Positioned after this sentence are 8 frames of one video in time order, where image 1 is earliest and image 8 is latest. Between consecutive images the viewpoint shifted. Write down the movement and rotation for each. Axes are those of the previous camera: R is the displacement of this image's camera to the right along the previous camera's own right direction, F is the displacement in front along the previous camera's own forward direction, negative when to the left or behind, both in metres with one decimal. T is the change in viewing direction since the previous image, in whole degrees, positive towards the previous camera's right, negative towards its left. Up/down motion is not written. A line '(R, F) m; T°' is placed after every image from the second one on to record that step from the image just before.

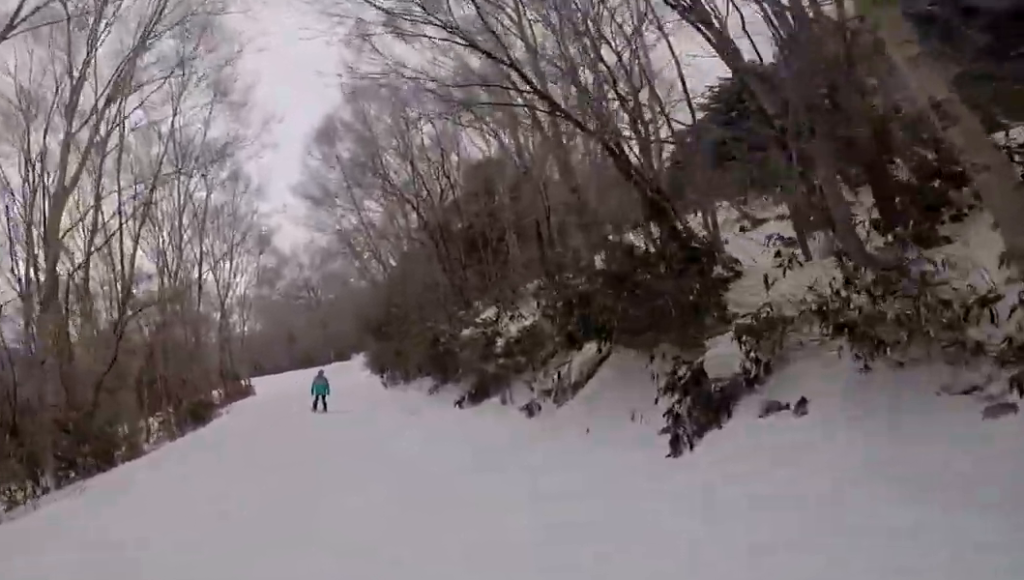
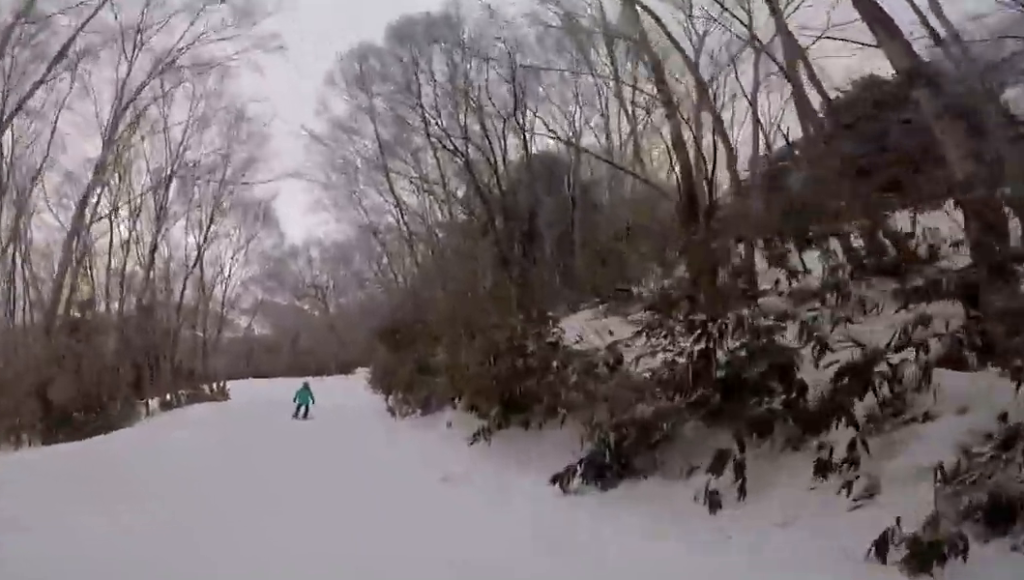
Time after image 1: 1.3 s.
(-0.2, +7.7) m; -2°
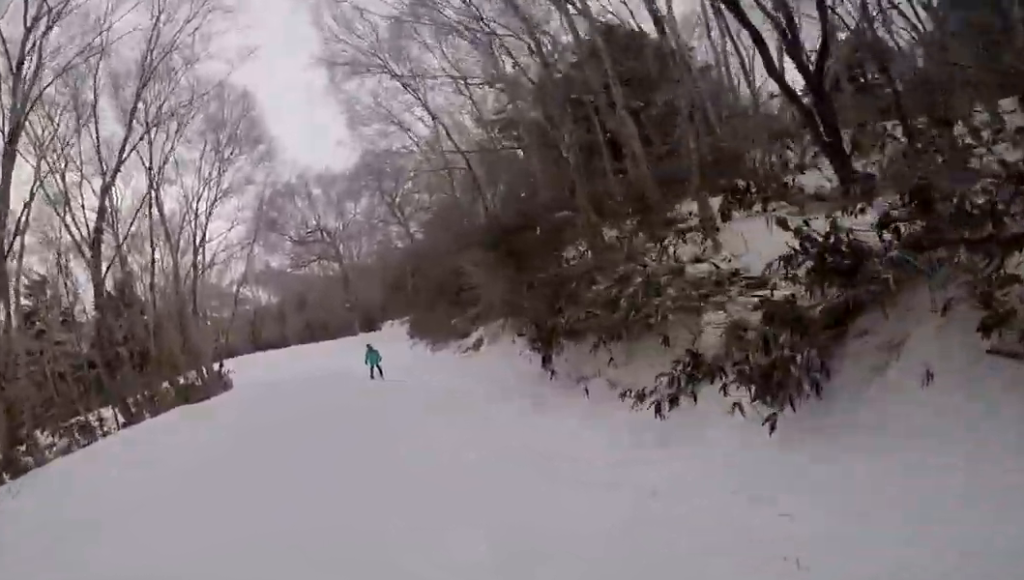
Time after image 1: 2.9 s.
(0.0, +9.8) m; -4°
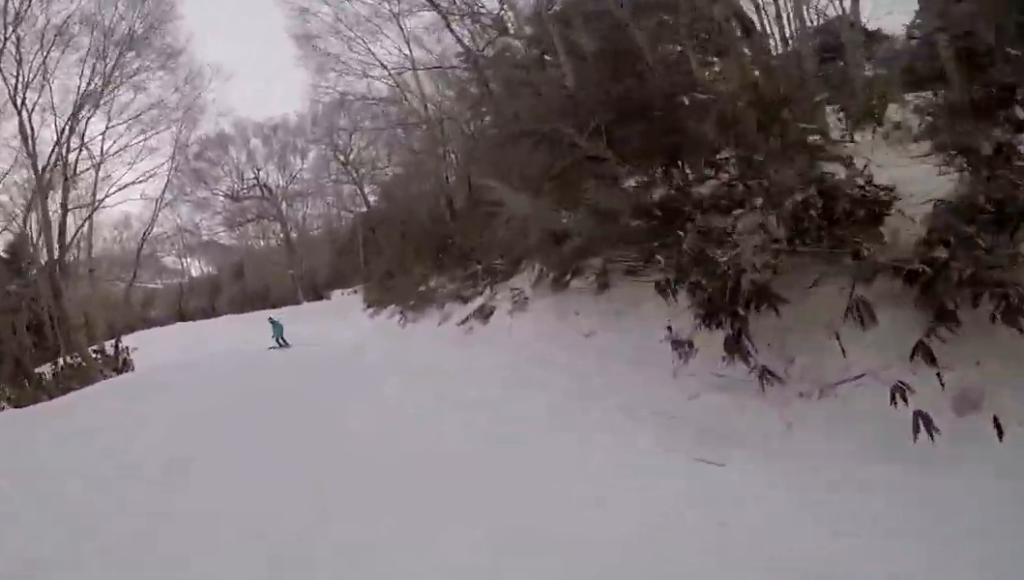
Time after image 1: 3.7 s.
(-0.3, +4.8) m; +4°
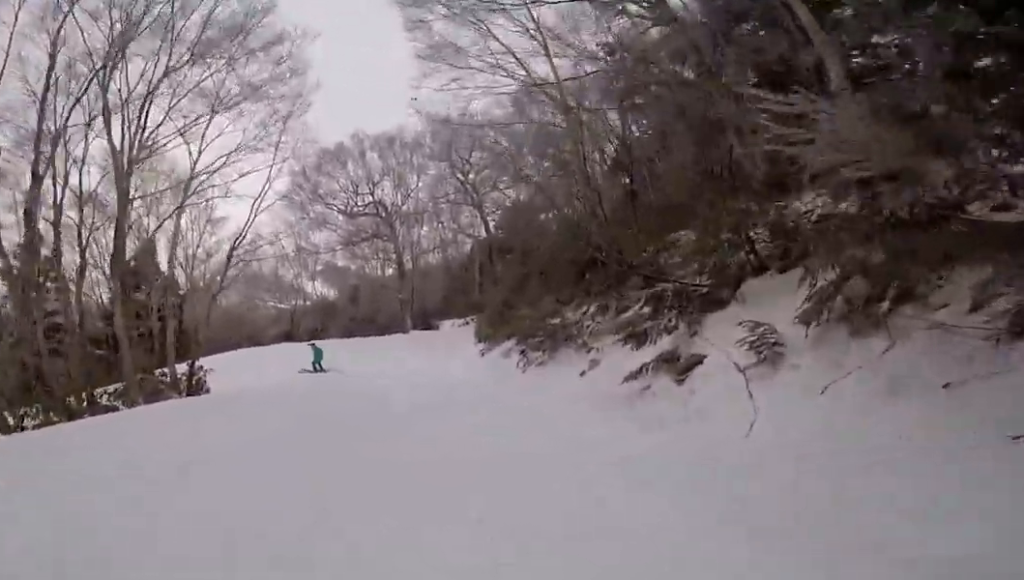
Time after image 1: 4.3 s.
(-0.3, +3.4) m; +5°
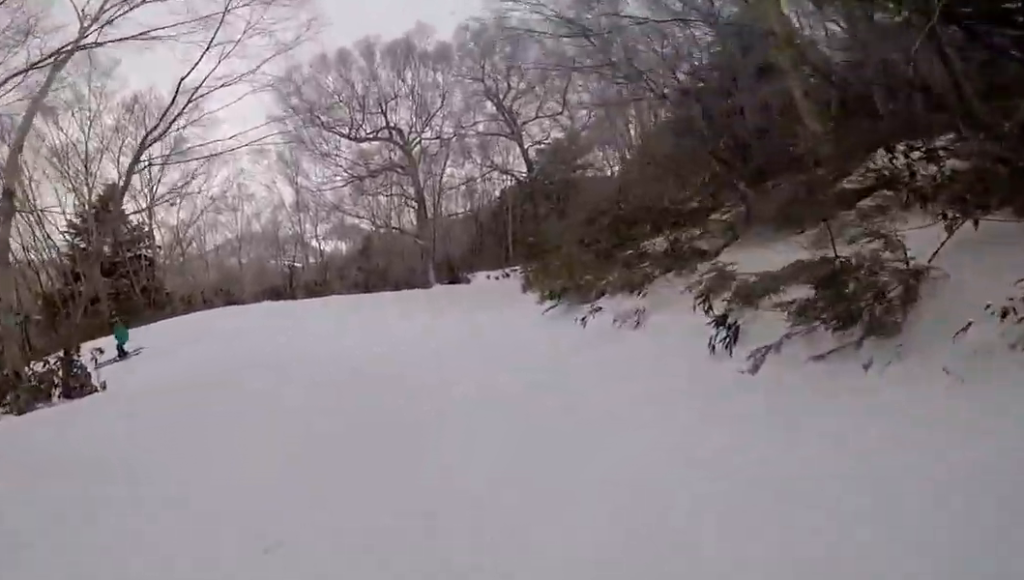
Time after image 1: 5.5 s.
(+0.8, +5.8) m; -24°
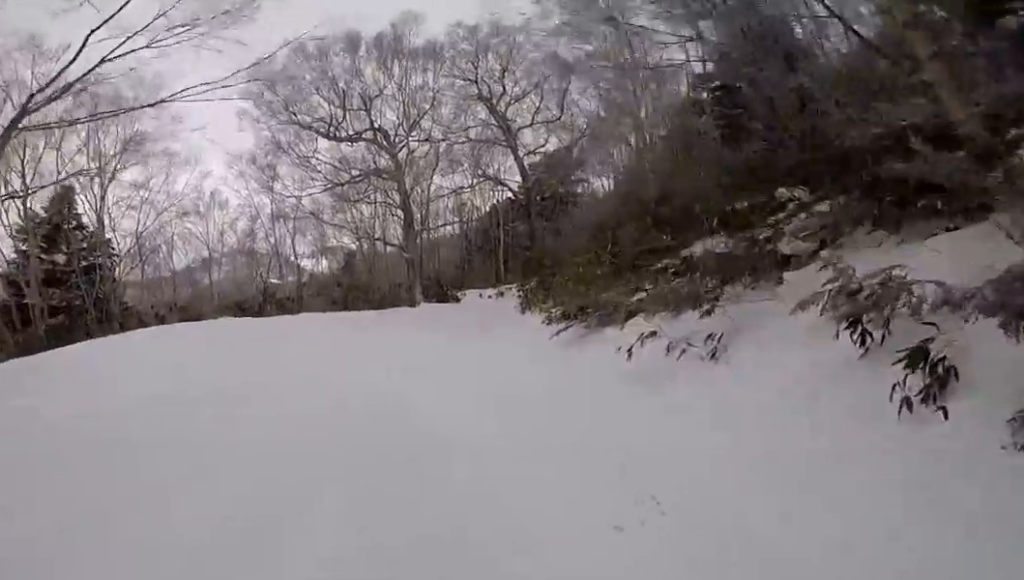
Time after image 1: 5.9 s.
(-0.5, +2.1) m; -27°
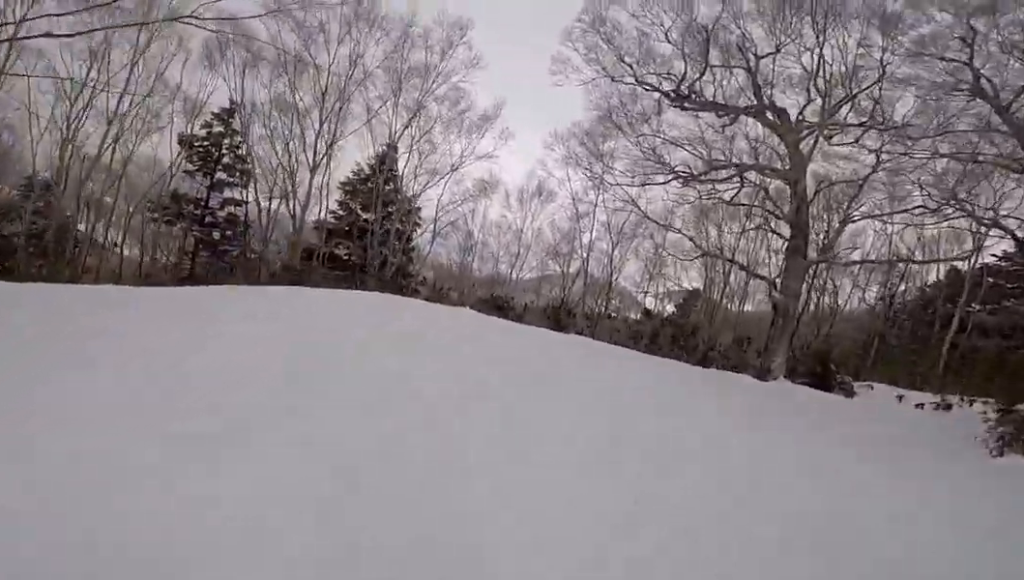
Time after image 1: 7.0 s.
(-2.3, +3.9) m; -46°
